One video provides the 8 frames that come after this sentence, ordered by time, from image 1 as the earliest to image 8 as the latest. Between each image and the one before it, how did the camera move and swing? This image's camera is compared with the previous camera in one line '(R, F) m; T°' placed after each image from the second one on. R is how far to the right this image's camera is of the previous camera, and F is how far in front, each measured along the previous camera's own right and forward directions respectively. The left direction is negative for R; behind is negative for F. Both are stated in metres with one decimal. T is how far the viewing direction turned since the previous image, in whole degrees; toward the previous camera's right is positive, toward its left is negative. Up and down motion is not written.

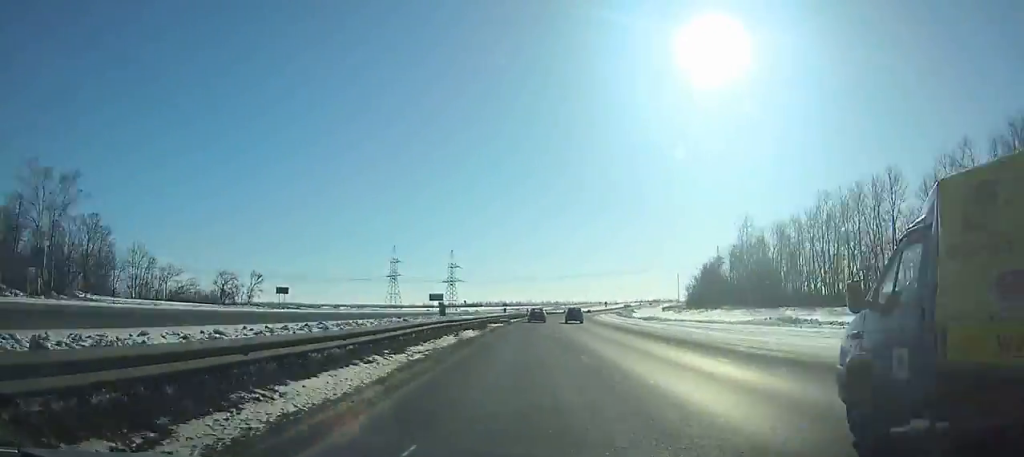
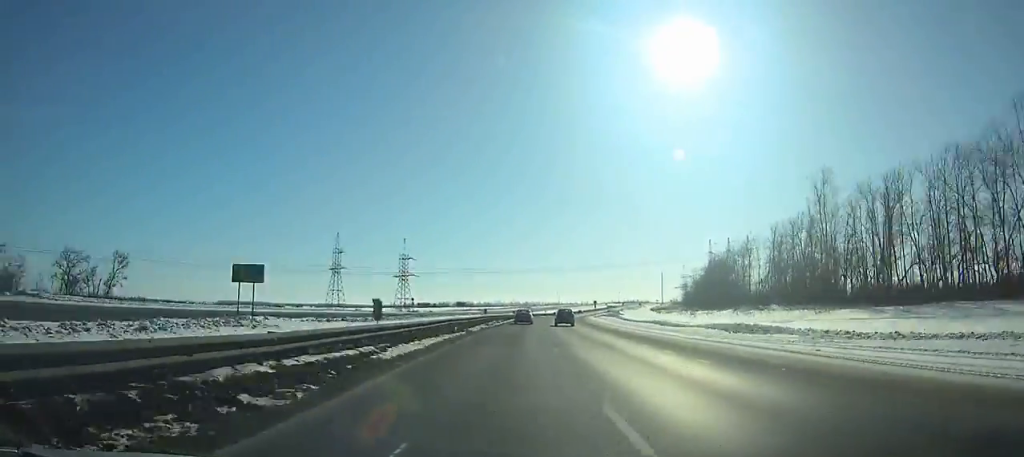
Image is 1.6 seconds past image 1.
(-0.1, +44.5) m; +3°
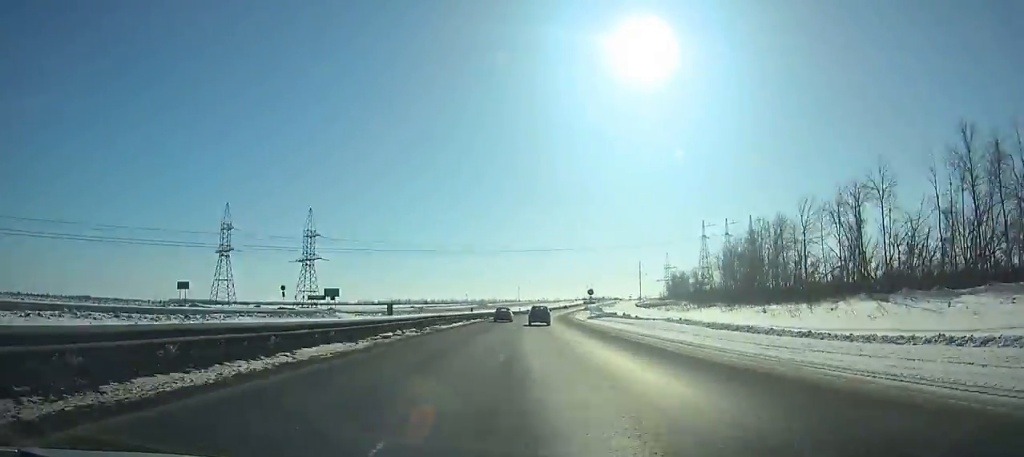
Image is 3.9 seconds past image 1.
(+3.0, +62.3) m; +4°
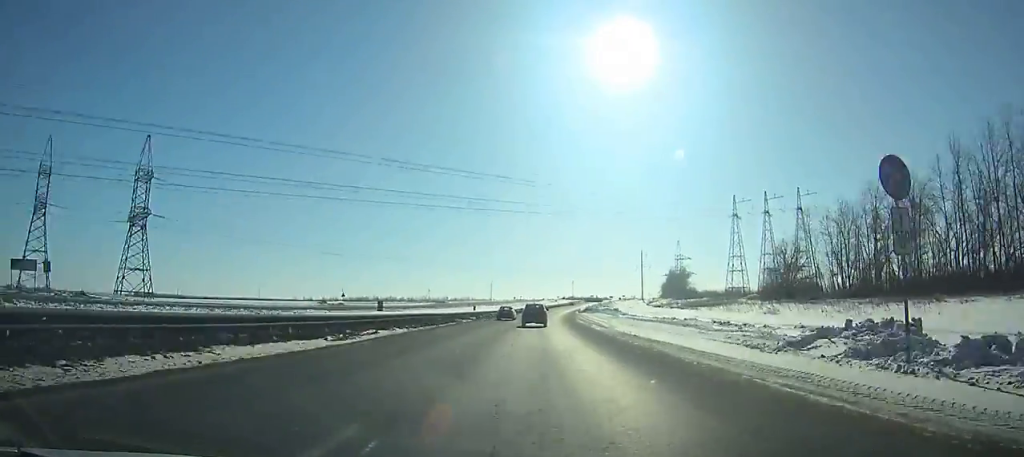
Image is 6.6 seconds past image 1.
(+2.4, +70.9) m; +3°
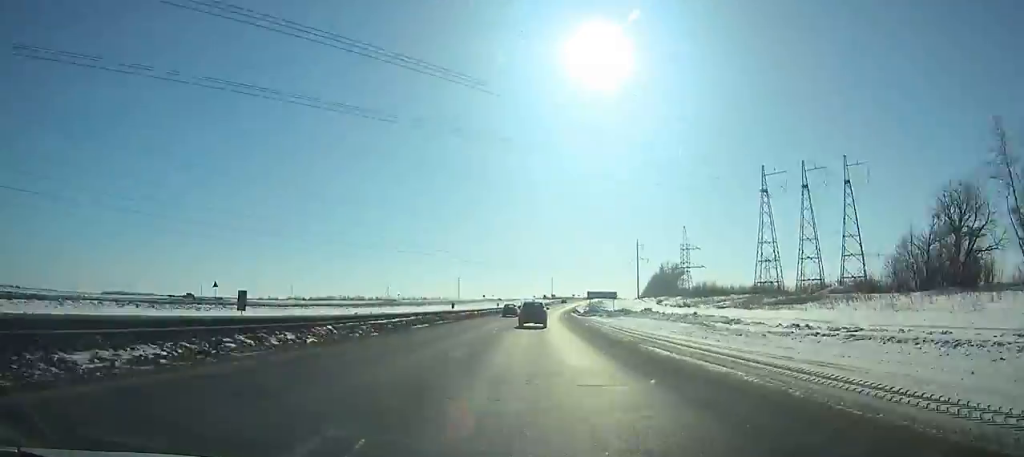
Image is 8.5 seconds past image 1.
(+1.0, +48.3) m; +2°
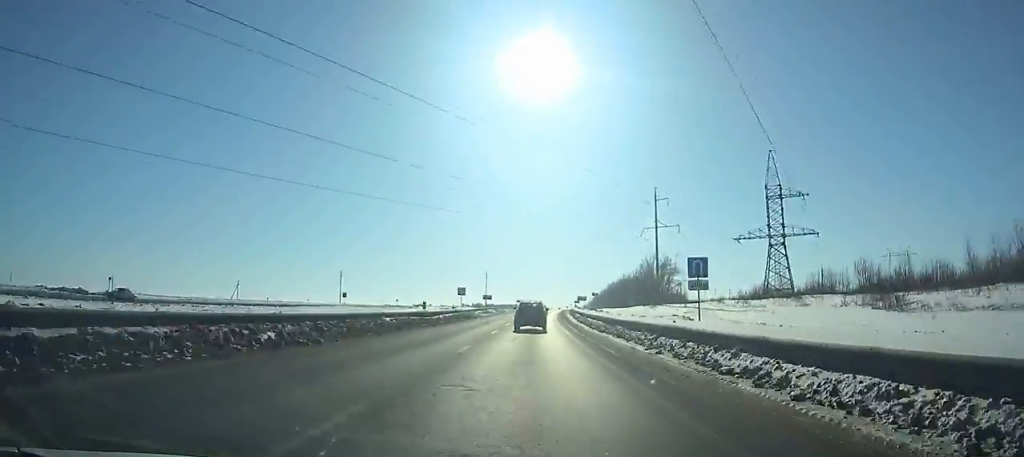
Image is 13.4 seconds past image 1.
(+5.9, +118.8) m; +6°
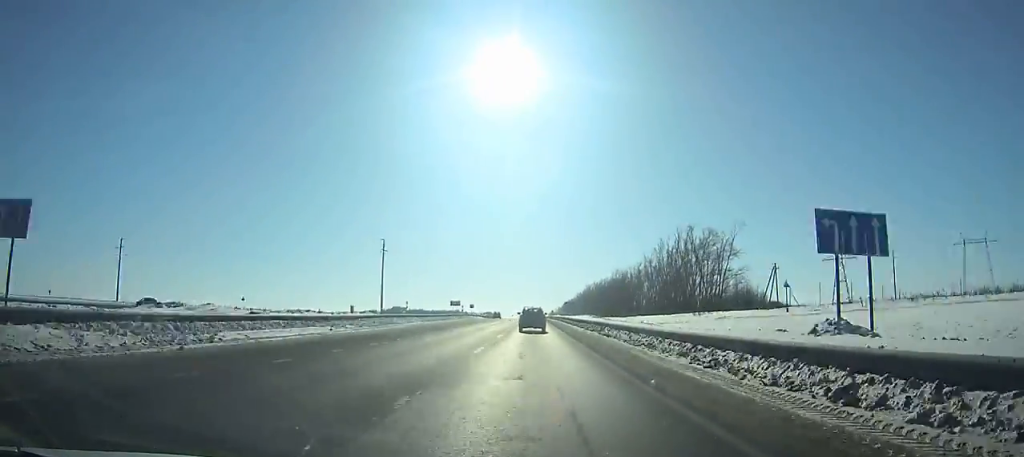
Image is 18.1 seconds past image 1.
(+4.7, +109.4) m; +4°
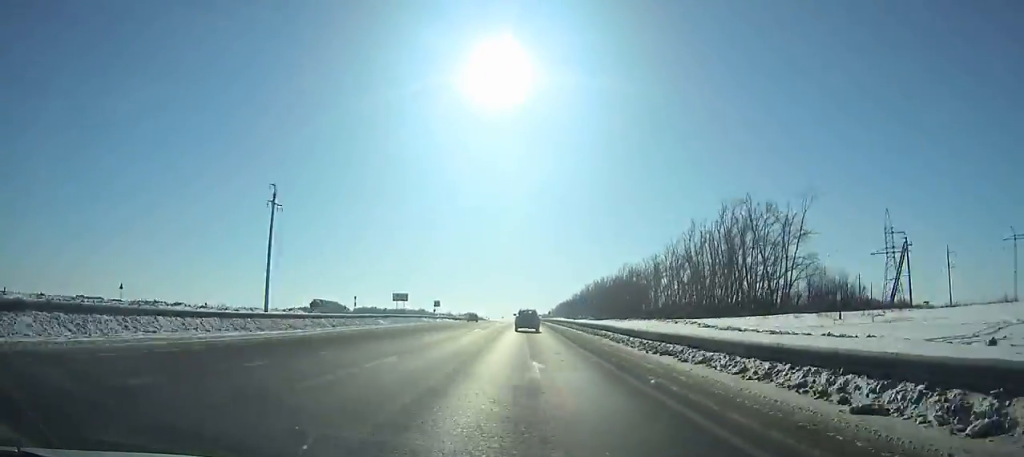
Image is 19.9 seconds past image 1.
(+0.3, +41.9) m; +1°
